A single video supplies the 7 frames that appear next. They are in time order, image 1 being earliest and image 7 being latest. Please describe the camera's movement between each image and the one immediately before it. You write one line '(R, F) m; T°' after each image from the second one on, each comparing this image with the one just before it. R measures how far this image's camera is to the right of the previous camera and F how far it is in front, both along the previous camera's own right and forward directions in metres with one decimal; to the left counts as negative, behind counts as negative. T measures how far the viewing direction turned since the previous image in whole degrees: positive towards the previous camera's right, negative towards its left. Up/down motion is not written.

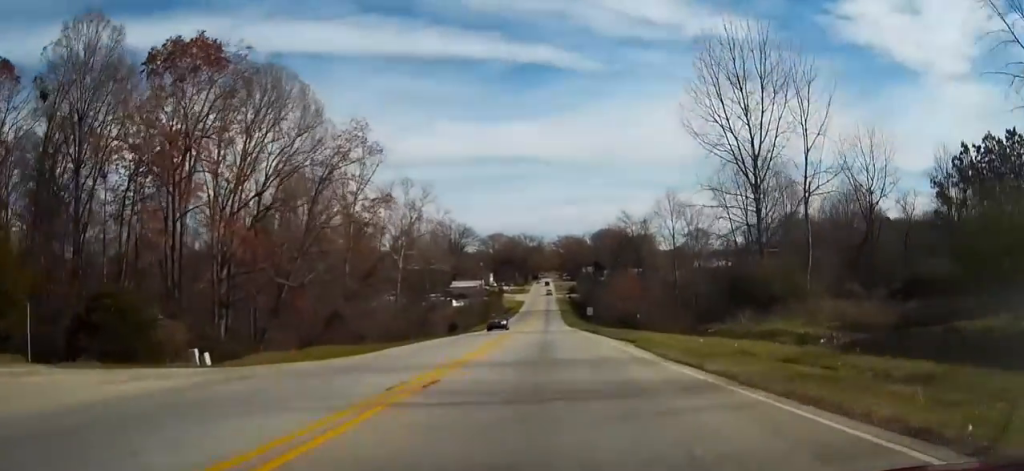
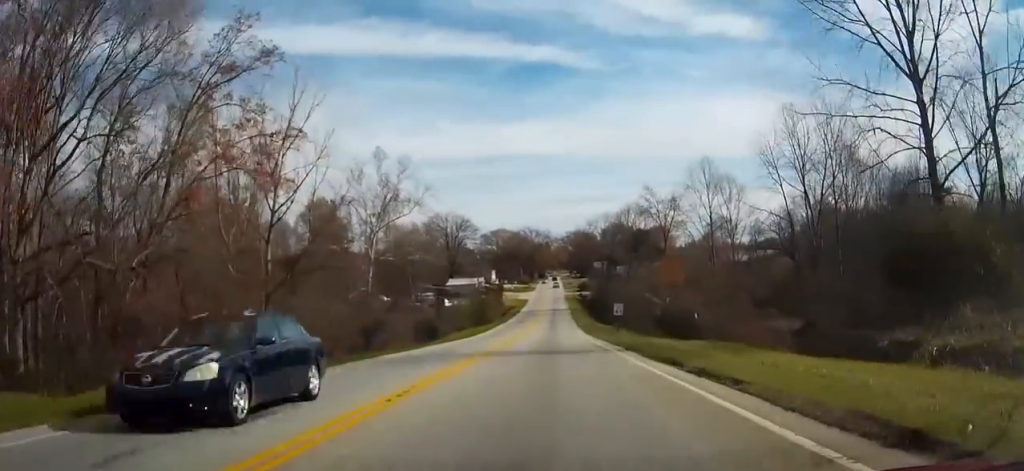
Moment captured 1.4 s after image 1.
(-0.1, +26.3) m; 0°
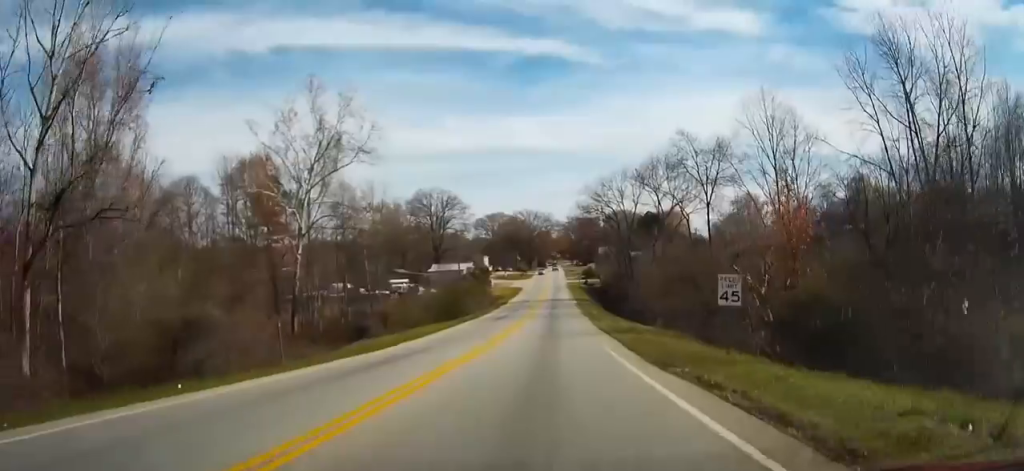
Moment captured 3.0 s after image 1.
(+0.1, +31.5) m; 0°
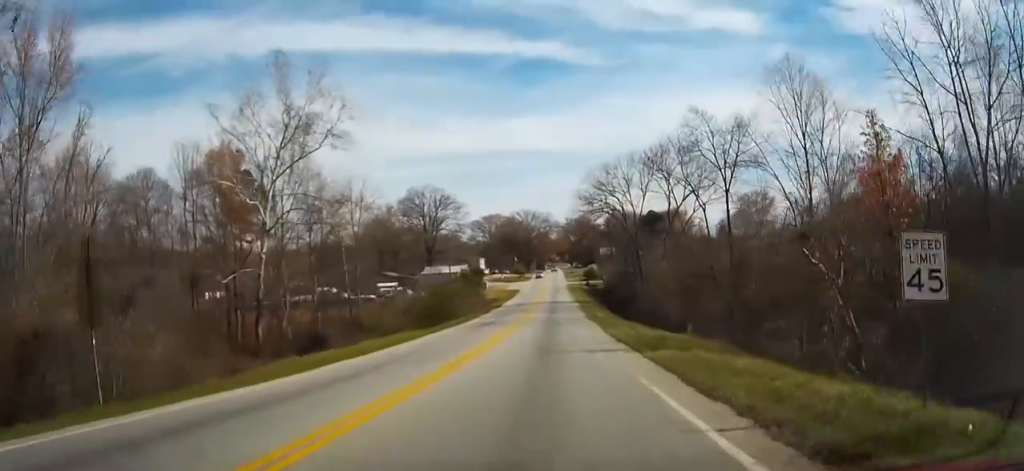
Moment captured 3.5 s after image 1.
(0.0, +10.0) m; 0°
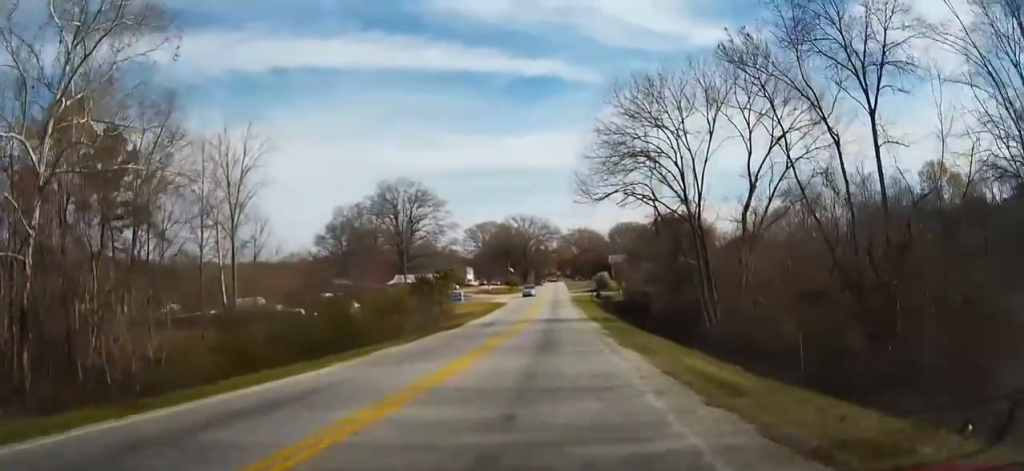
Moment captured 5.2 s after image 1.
(-0.2, +35.4) m; 0°
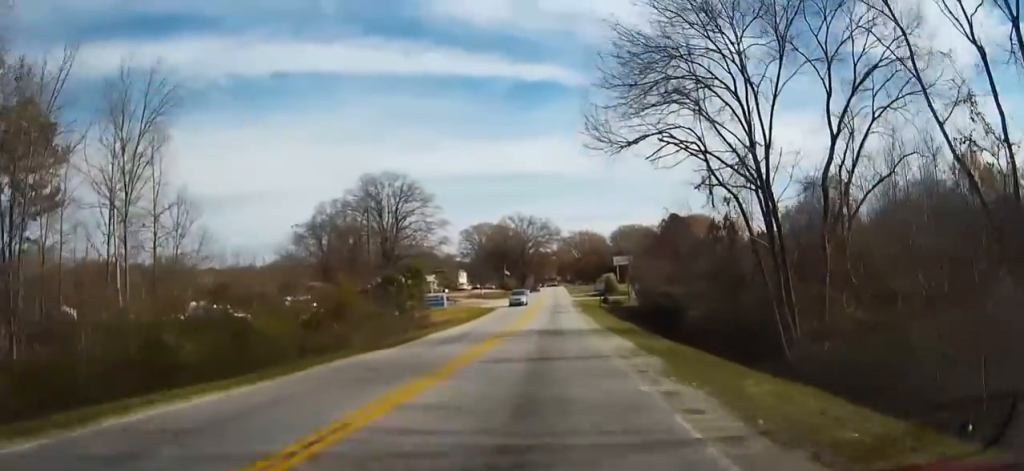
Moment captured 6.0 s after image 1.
(0.0, +15.3) m; 0°
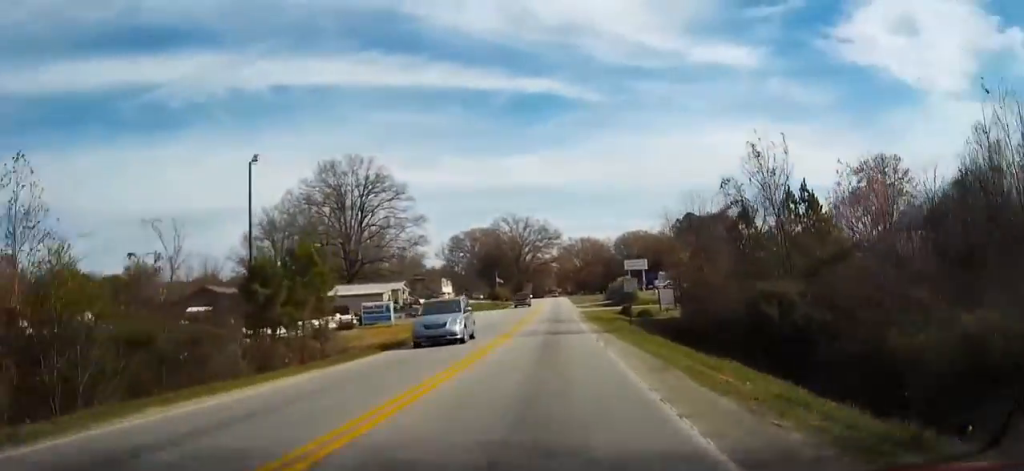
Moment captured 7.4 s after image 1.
(+0.1, +26.9) m; 0°
